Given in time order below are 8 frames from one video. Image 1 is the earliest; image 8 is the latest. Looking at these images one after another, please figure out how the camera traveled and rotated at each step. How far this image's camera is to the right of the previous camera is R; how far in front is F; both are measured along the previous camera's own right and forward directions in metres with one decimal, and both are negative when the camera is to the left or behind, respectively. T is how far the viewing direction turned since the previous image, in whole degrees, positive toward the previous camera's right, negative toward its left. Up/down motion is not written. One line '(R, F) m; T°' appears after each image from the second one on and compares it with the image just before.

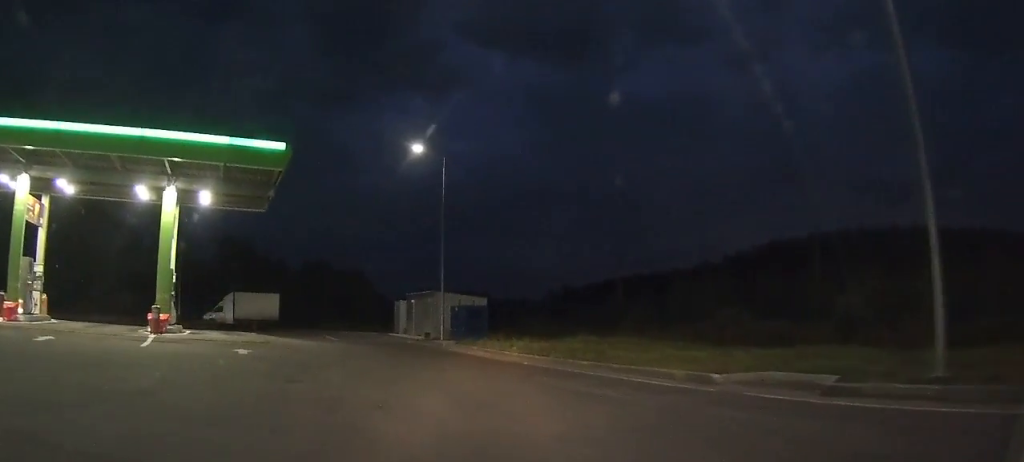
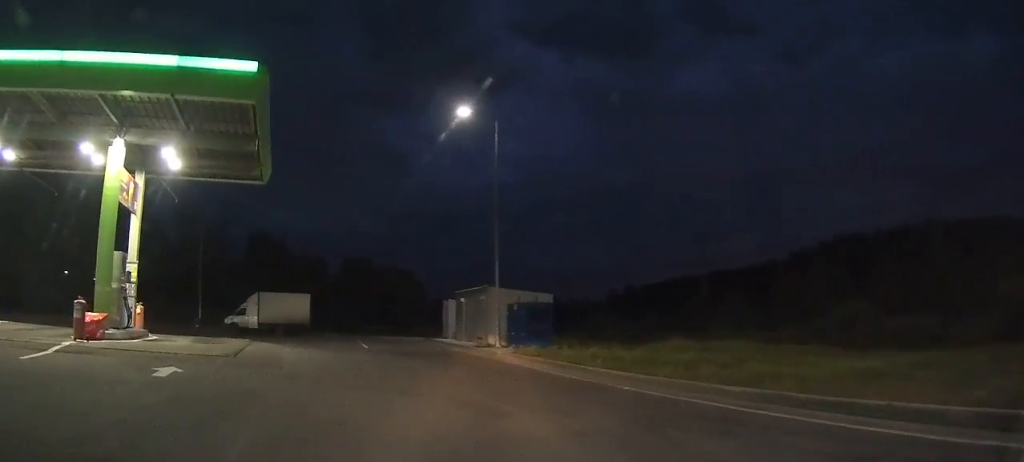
(-0.4, +7.0) m; -5°
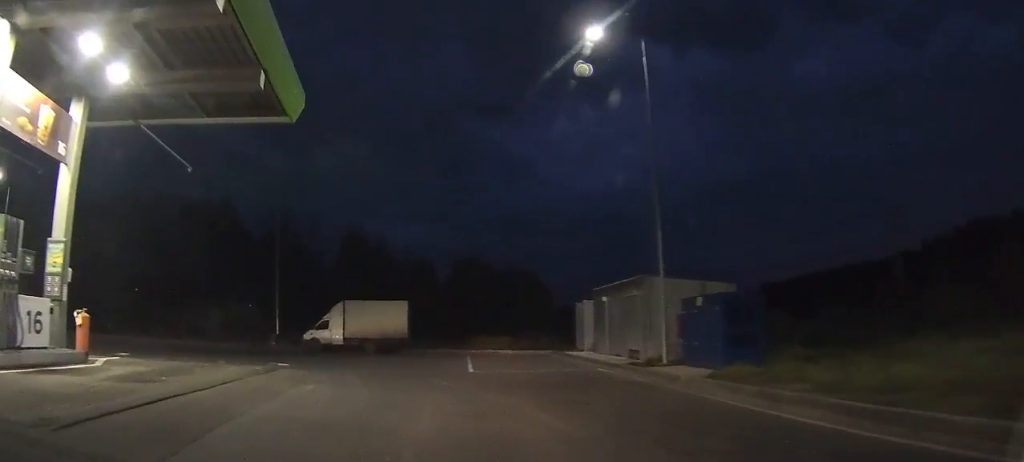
(-0.6, +9.0) m; -7°
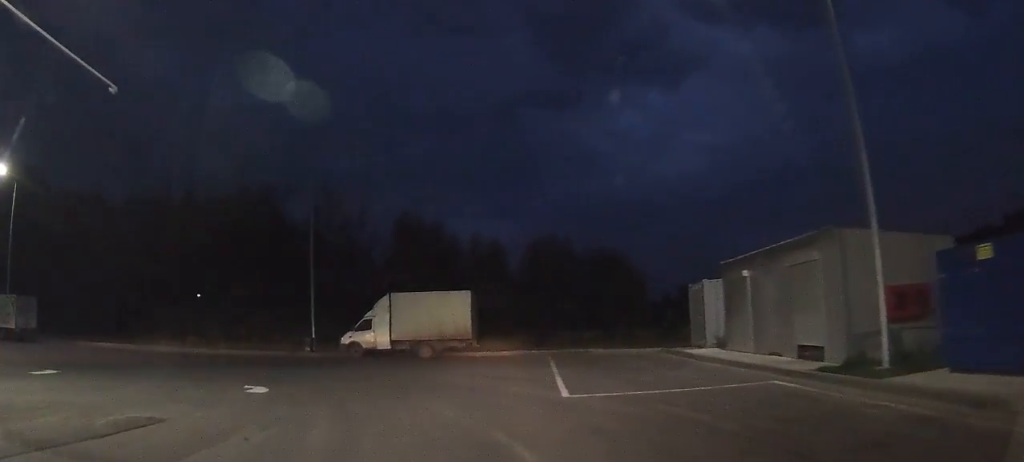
(-0.5, +7.9) m; -10°
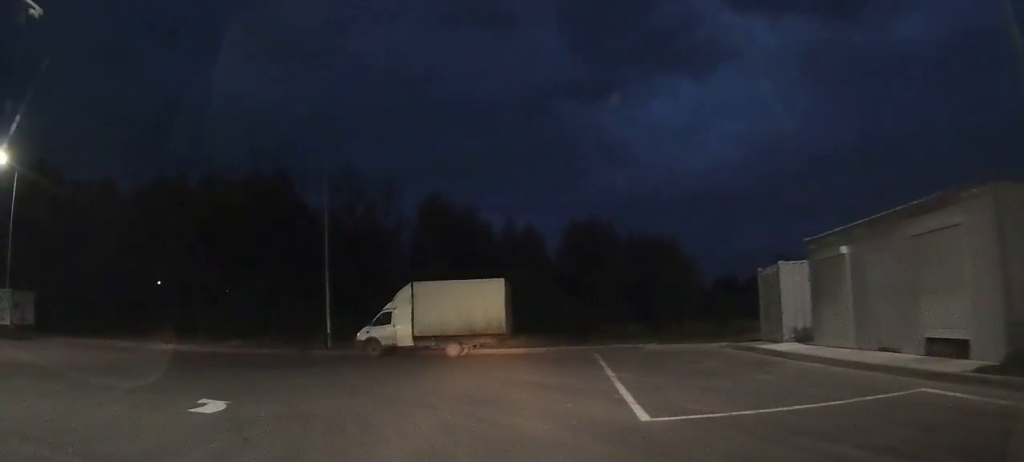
(-0.2, +3.8) m; -7°
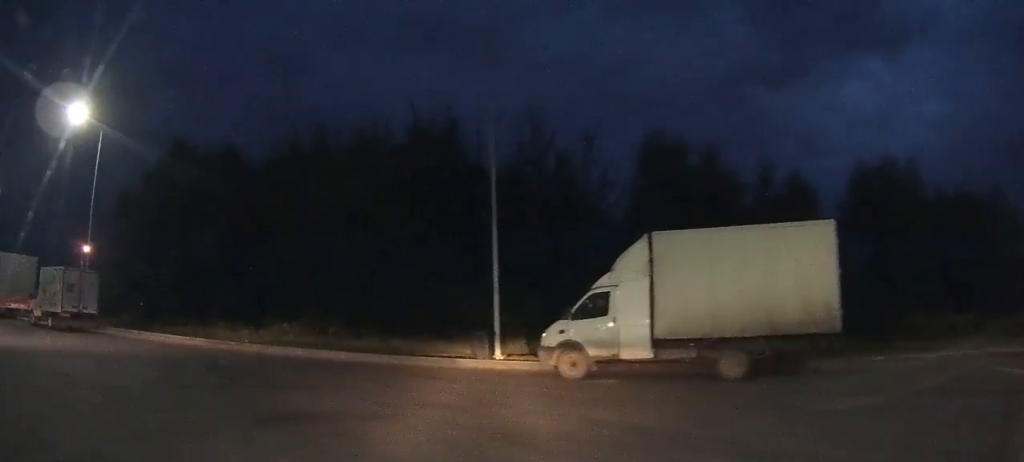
(-2.2, +12.5) m; -24°
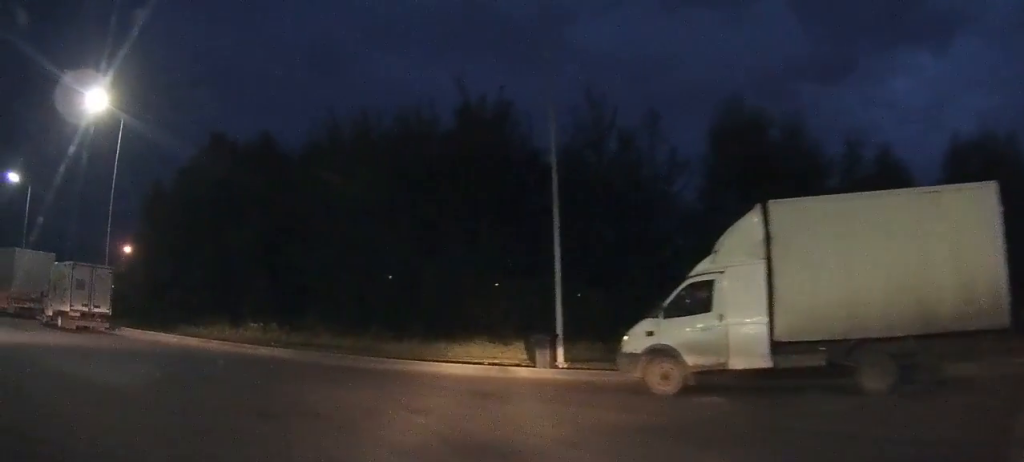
(+0.3, +3.2) m; -9°
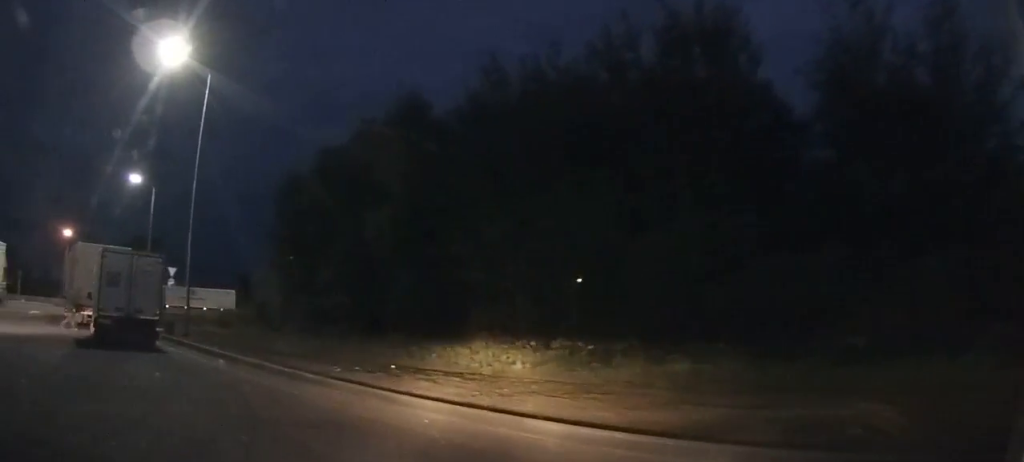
(-2.8, +9.6) m; -17°
